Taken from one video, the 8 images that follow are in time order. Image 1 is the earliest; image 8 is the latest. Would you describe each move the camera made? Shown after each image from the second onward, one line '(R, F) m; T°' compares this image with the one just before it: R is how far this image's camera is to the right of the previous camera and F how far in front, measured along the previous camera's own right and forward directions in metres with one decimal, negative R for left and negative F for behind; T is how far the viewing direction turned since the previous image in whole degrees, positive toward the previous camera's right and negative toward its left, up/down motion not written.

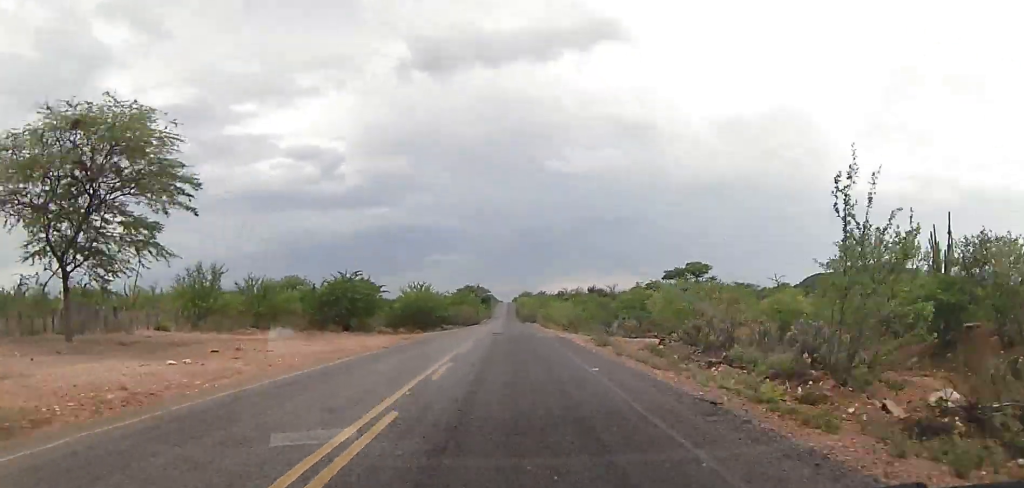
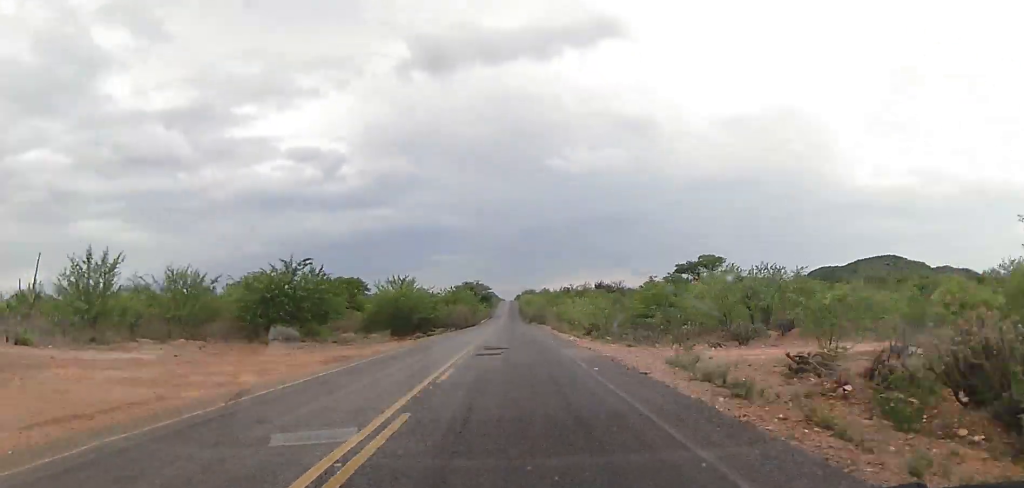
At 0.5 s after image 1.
(0.0, +14.9) m; 0°
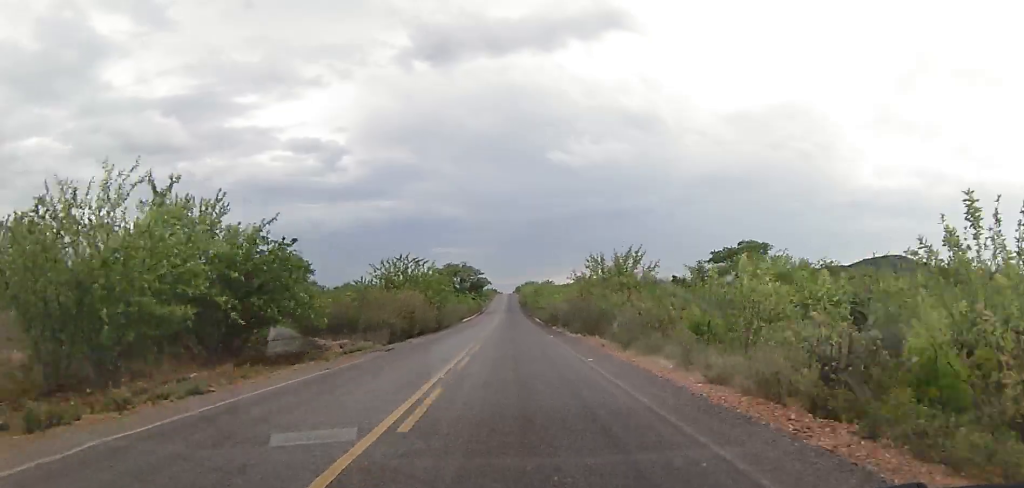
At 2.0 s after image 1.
(0.0, +43.7) m; 0°
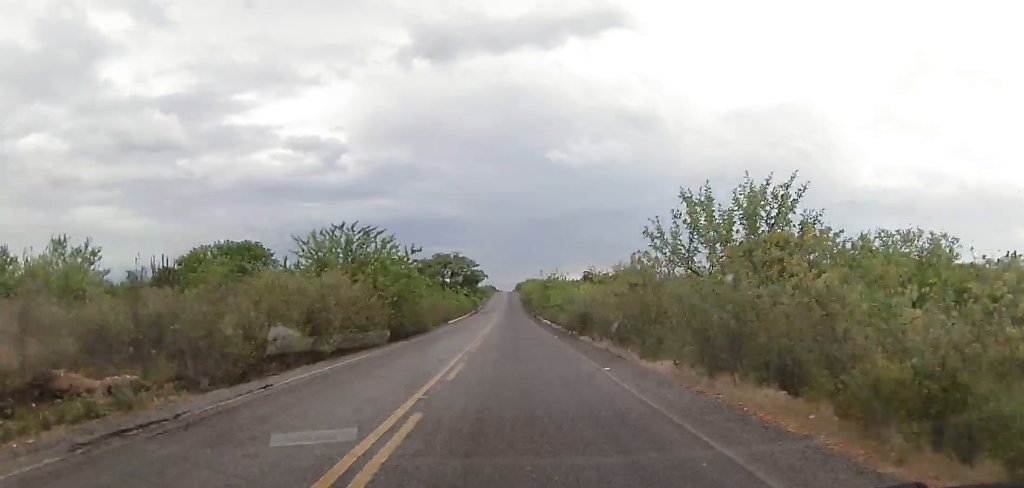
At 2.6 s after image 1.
(-0.1, +18.1) m; 0°
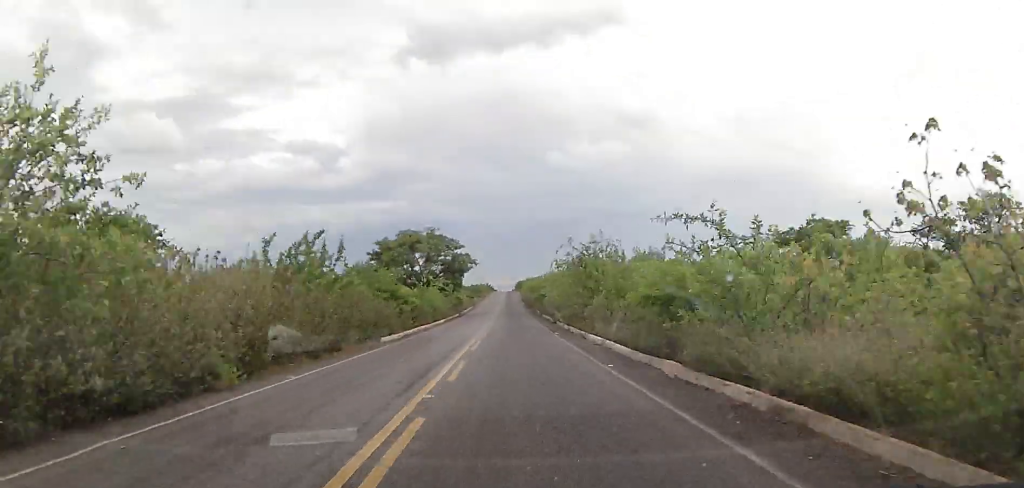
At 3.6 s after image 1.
(+0.4, +31.4) m; 0°
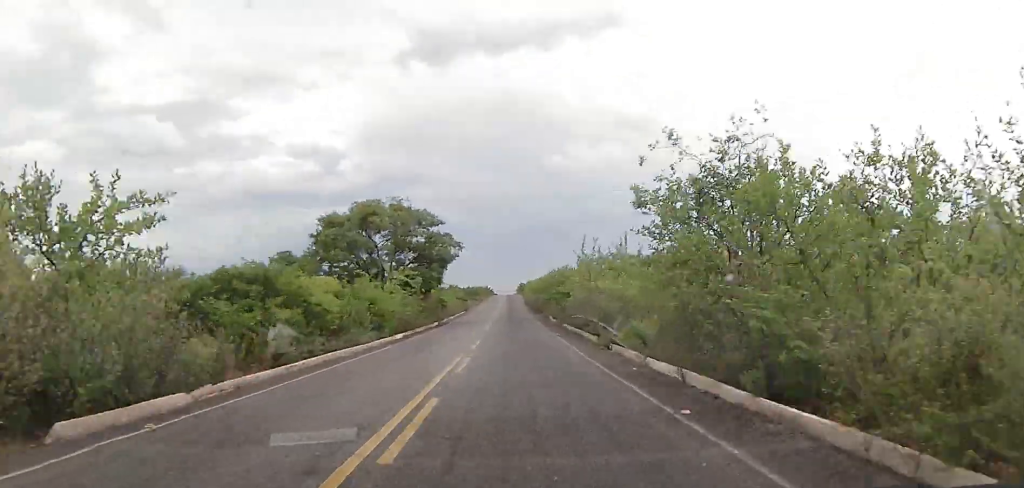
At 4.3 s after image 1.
(-0.1, +21.4) m; 0°
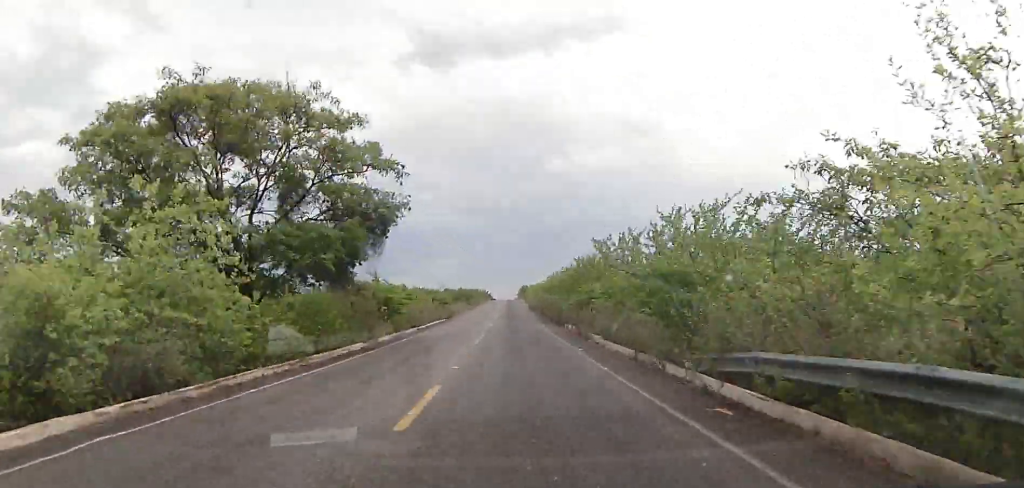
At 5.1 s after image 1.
(-0.3, +25.5) m; -1°
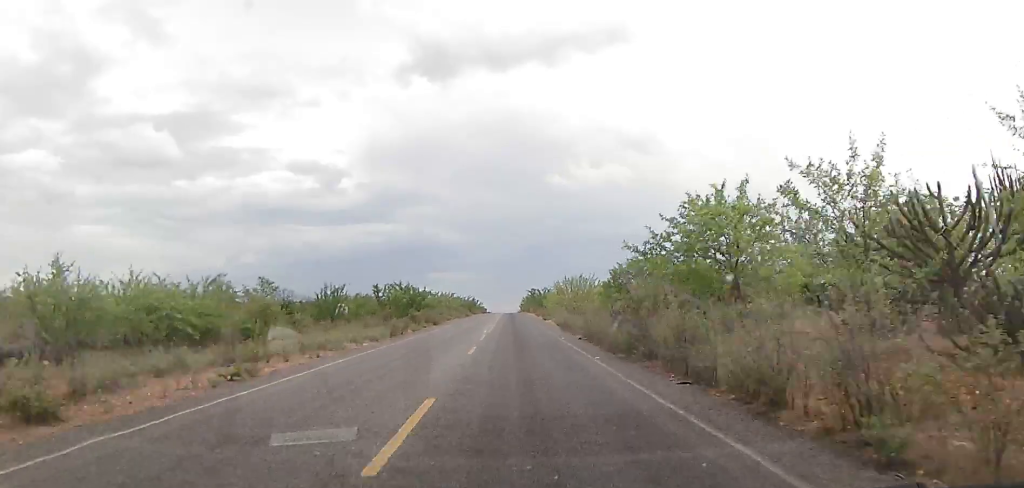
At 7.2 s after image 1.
(+0.3, +63.3) m; +1°
